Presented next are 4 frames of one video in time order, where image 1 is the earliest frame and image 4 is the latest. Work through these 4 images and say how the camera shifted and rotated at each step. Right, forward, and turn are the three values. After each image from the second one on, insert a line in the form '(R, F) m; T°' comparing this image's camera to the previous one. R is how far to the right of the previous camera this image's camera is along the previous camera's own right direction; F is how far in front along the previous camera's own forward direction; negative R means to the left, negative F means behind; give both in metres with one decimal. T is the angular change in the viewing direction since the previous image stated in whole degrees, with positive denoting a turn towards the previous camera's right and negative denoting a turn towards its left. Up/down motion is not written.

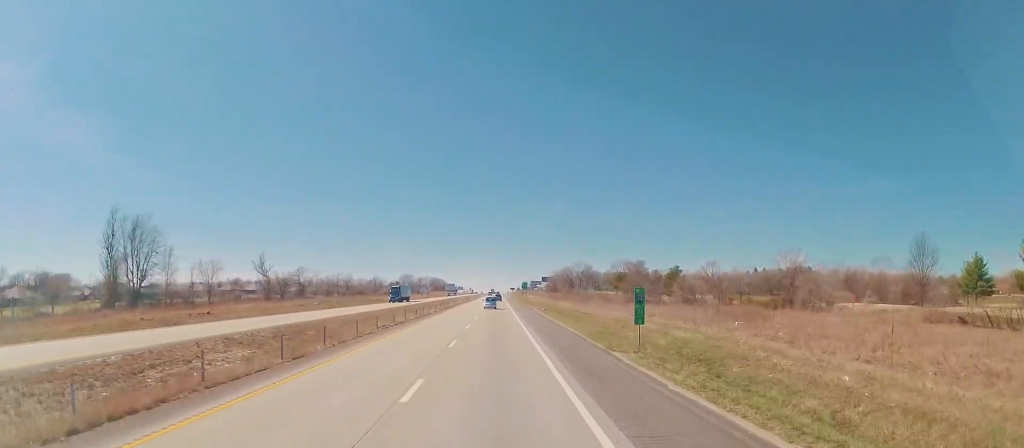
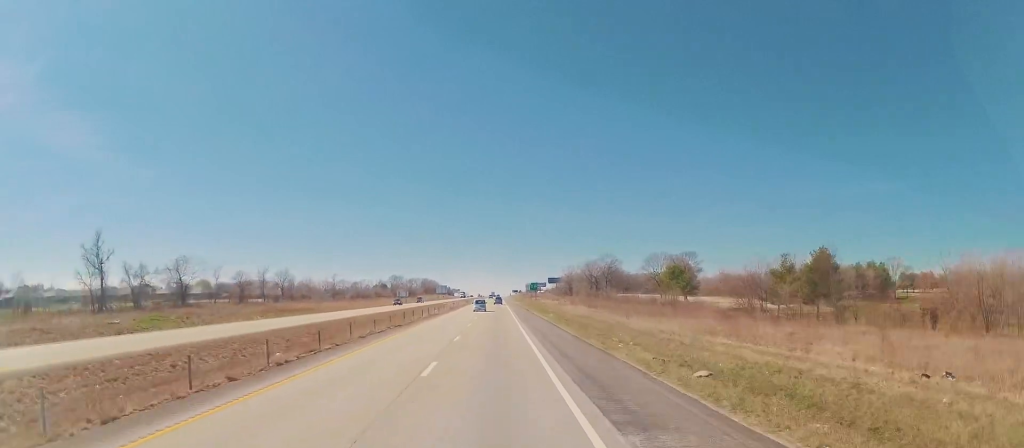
(-0.2, +67.7) m; -1°
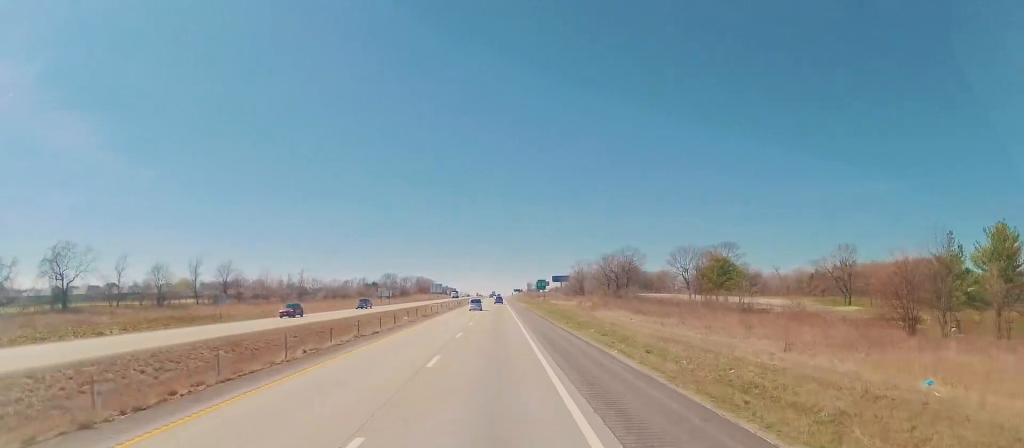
(-0.1, +35.0) m; -1°
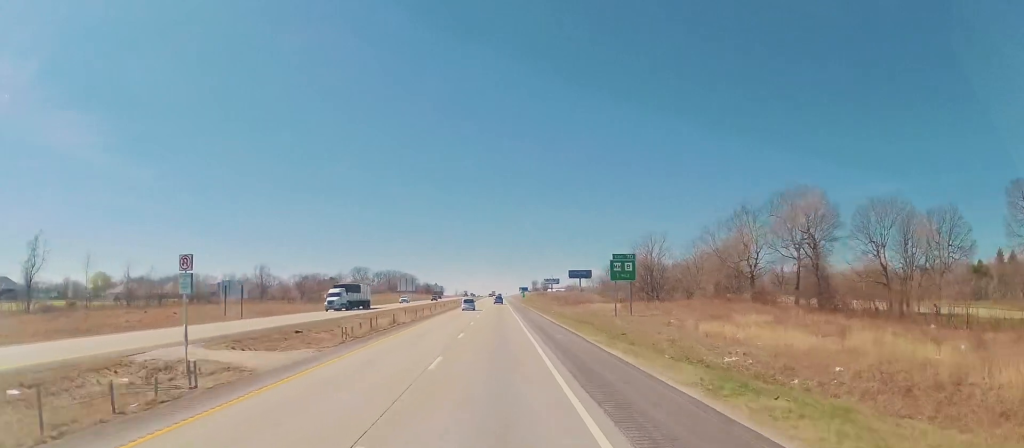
(-0.5, +108.9) m; 0°
